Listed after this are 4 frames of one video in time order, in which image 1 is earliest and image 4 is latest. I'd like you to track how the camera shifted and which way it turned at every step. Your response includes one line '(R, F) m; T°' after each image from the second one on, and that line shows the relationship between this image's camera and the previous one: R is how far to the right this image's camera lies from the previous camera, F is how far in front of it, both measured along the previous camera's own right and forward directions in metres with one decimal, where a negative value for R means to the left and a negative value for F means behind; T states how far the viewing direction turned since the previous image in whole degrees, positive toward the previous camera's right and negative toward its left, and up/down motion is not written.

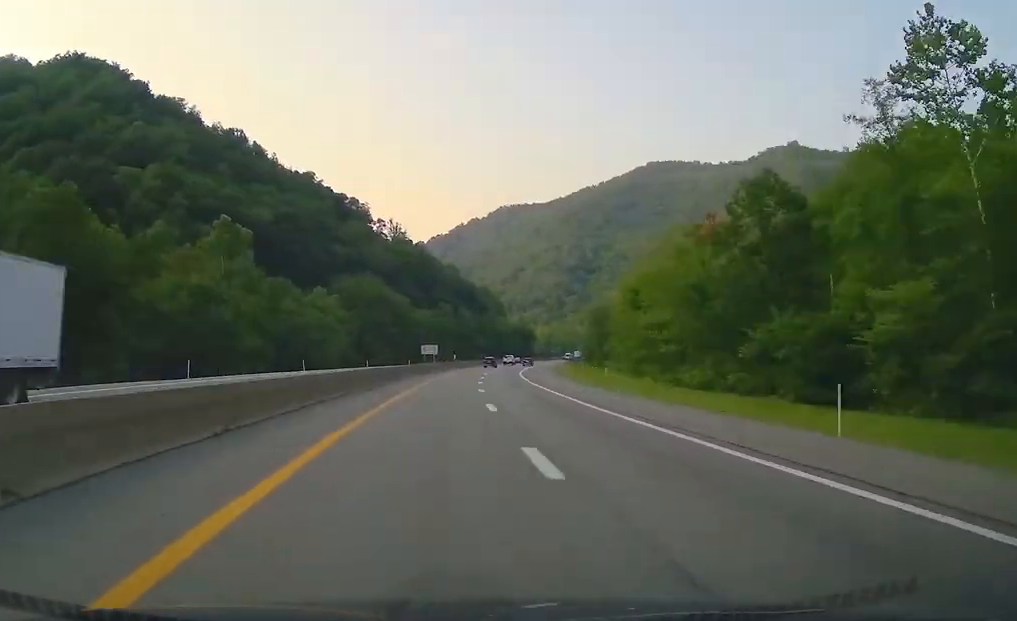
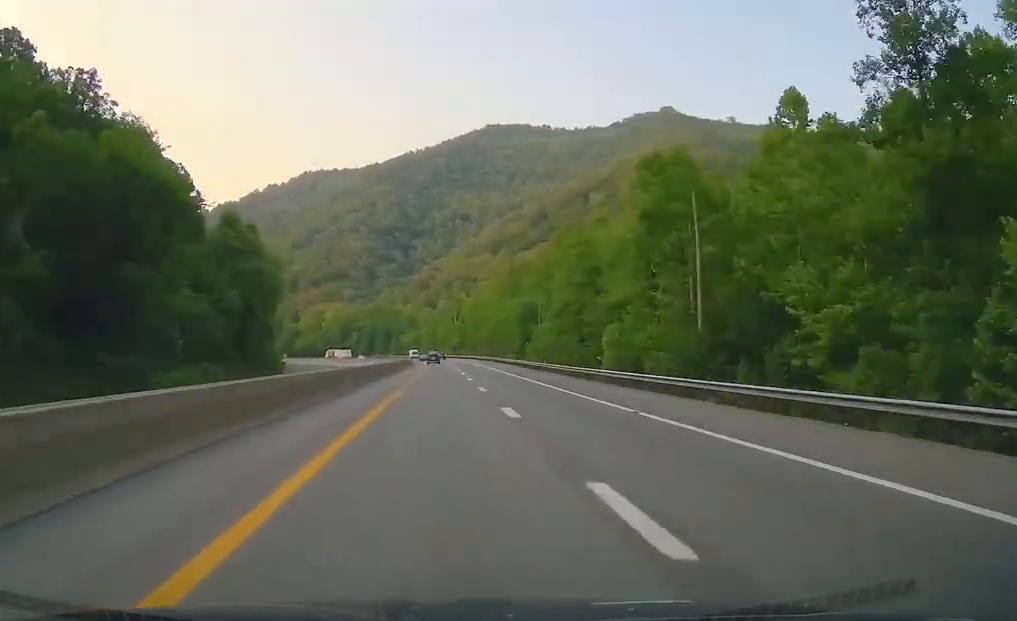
(+37.8, +276.5) m; +9°
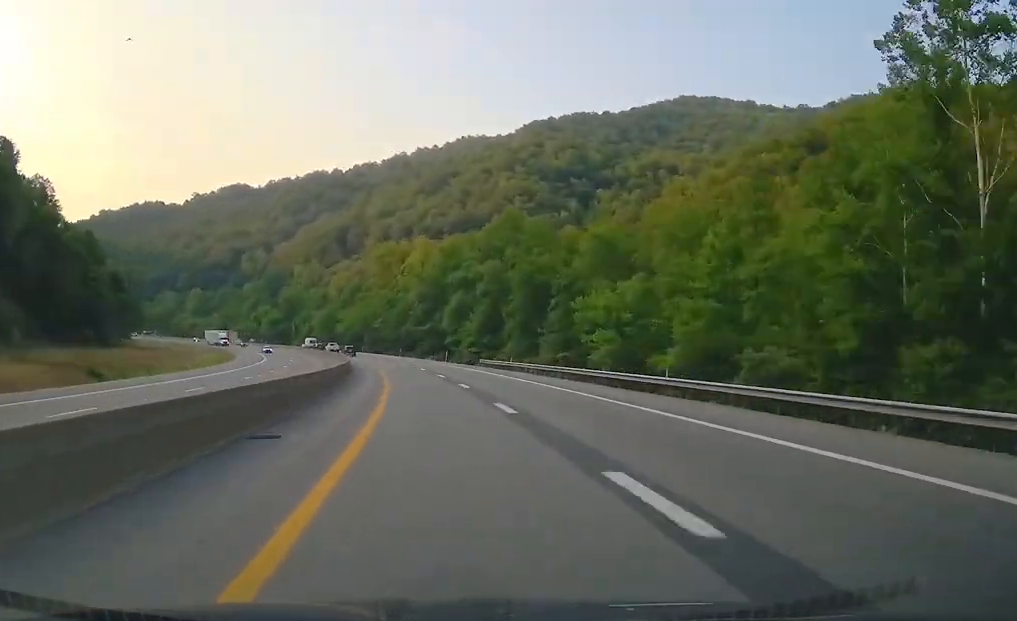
(-18.0, +214.4) m; -16°
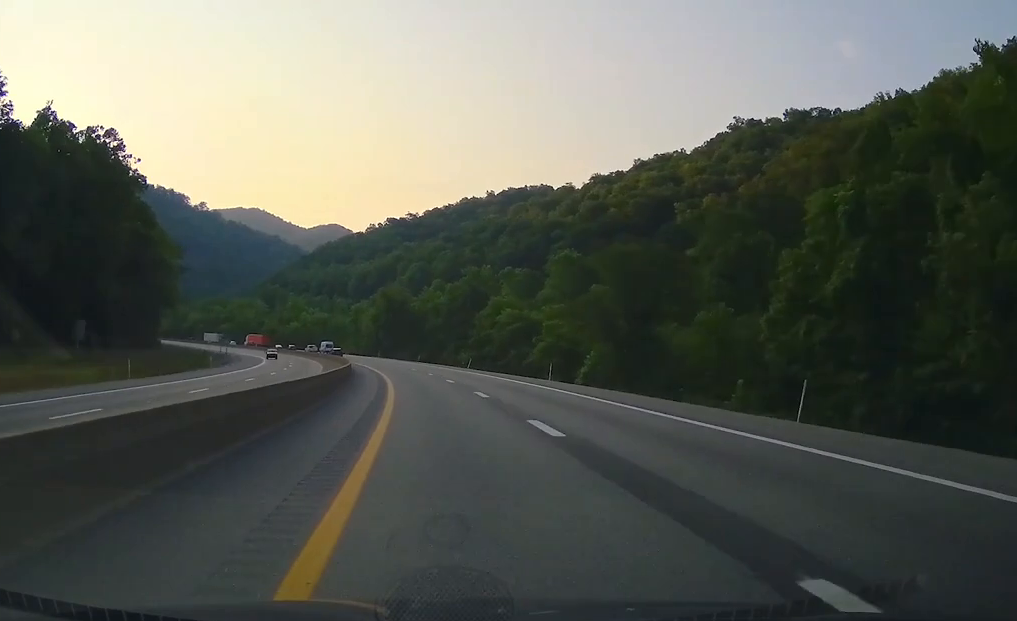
(-82.0, +247.9) m; -36°
